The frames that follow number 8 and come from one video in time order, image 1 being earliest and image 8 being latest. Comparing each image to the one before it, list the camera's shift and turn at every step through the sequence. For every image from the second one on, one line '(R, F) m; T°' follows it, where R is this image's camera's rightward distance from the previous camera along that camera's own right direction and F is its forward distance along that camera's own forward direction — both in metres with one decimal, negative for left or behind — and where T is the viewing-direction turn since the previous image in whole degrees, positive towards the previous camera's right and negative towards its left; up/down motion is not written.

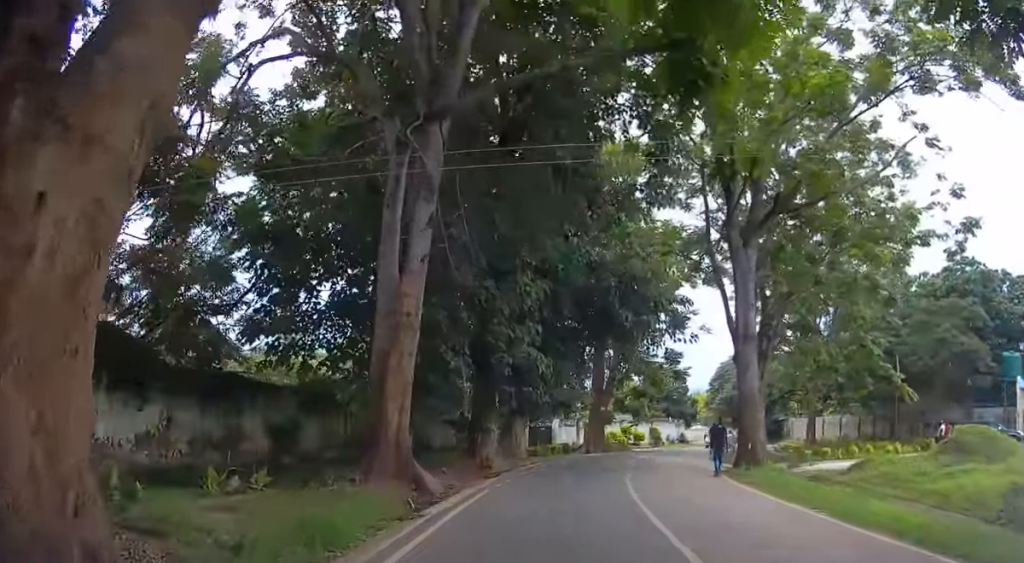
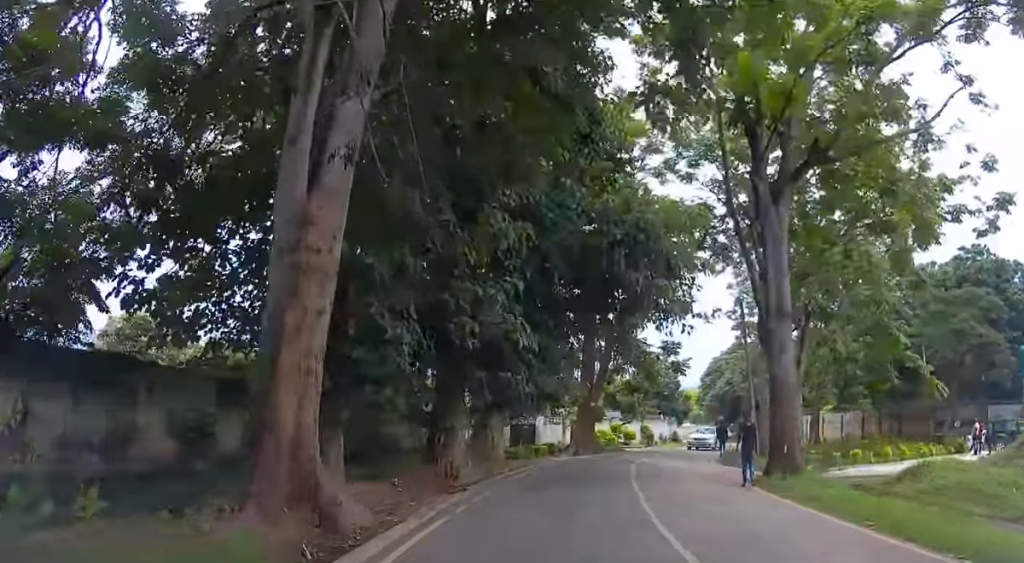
(0.0, +4.6) m; 0°
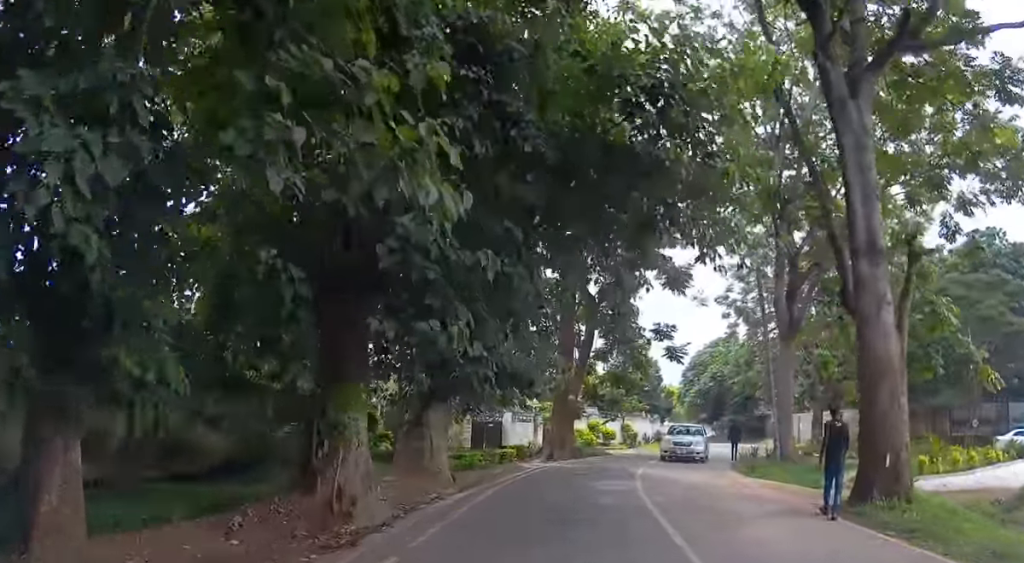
(0.0, +6.6) m; +1°
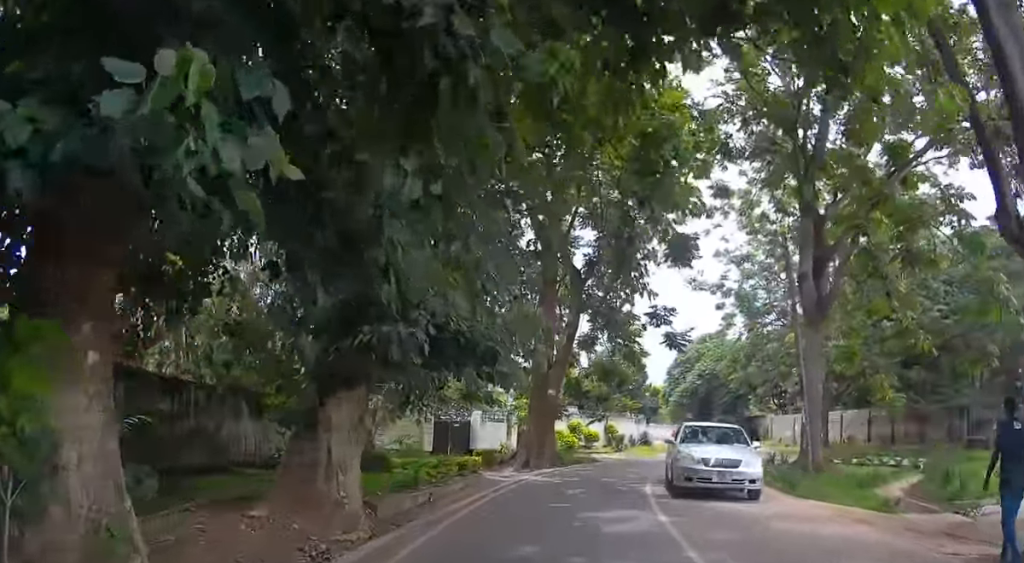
(+0.1, +5.4) m; +2°
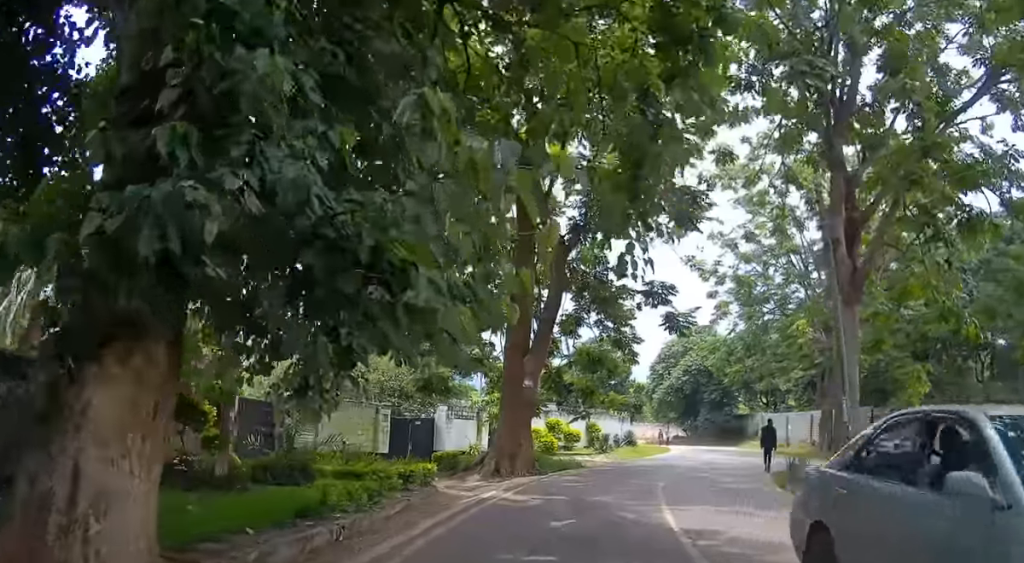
(0.0, +4.6) m; +2°
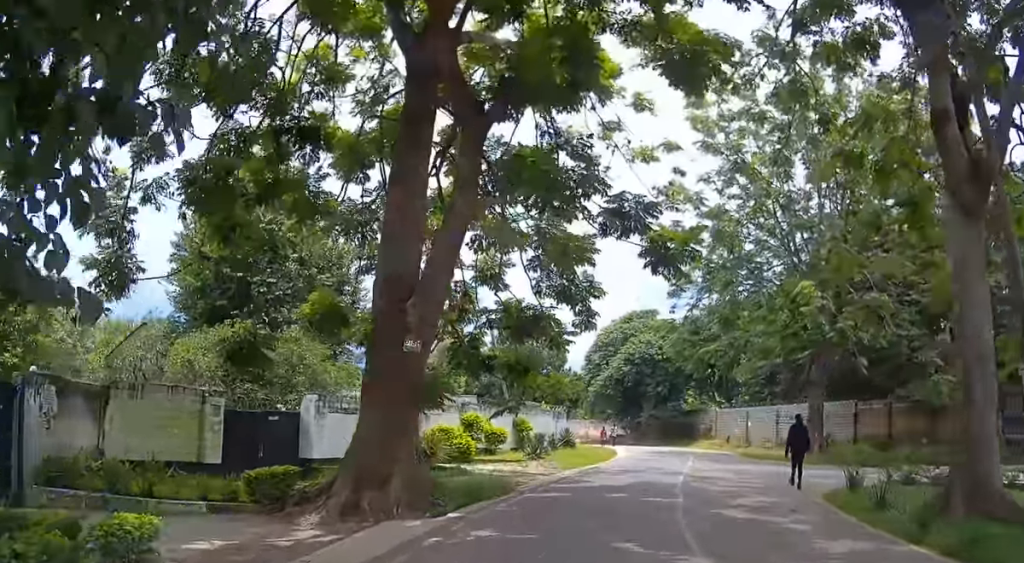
(+0.6, +9.5) m; +8°
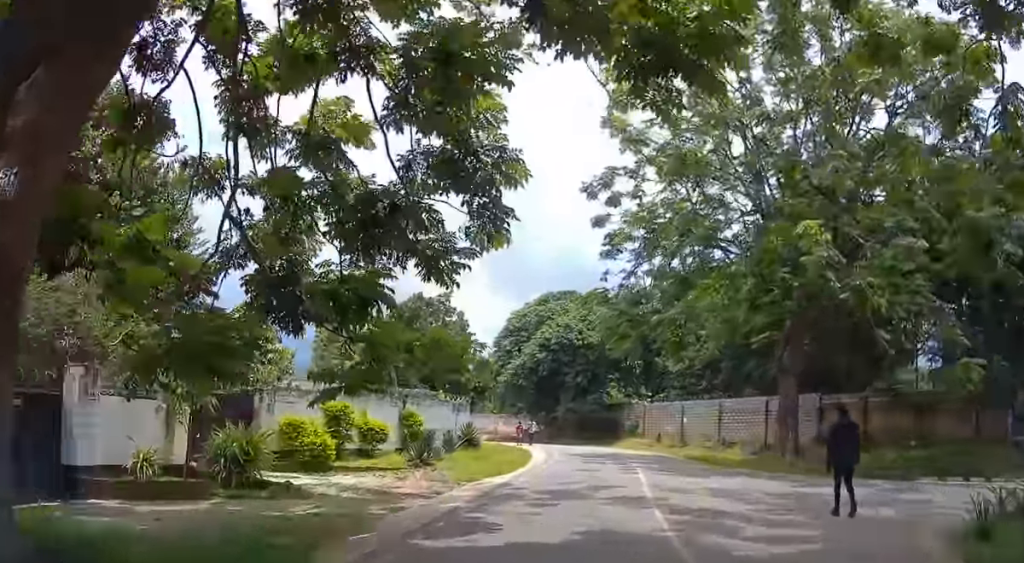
(+0.5, +8.2) m; +4°
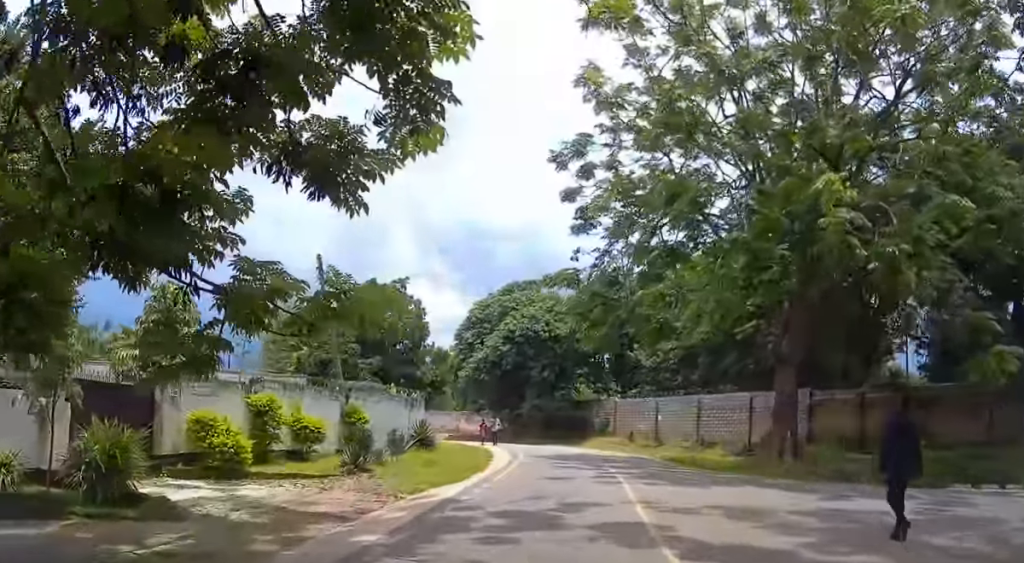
(0.0, +3.6) m; 0°
